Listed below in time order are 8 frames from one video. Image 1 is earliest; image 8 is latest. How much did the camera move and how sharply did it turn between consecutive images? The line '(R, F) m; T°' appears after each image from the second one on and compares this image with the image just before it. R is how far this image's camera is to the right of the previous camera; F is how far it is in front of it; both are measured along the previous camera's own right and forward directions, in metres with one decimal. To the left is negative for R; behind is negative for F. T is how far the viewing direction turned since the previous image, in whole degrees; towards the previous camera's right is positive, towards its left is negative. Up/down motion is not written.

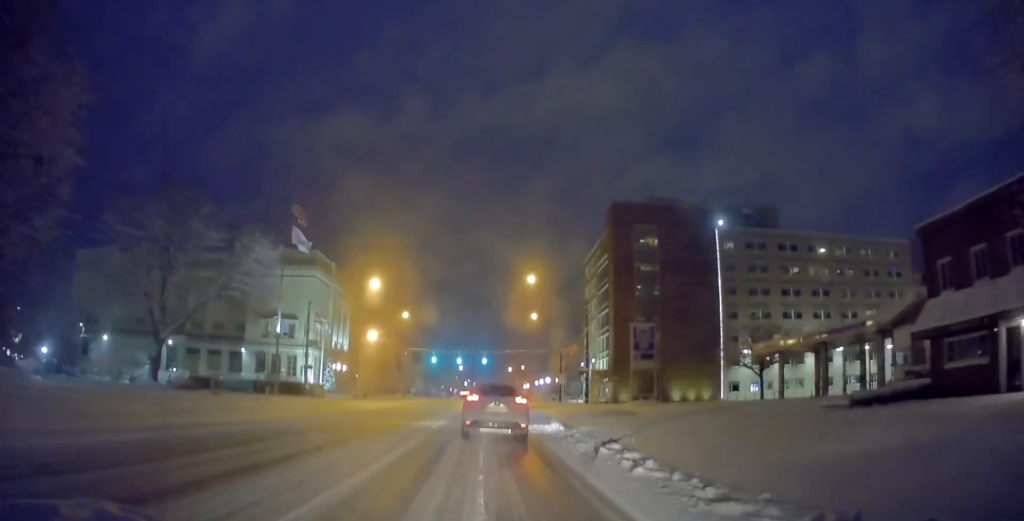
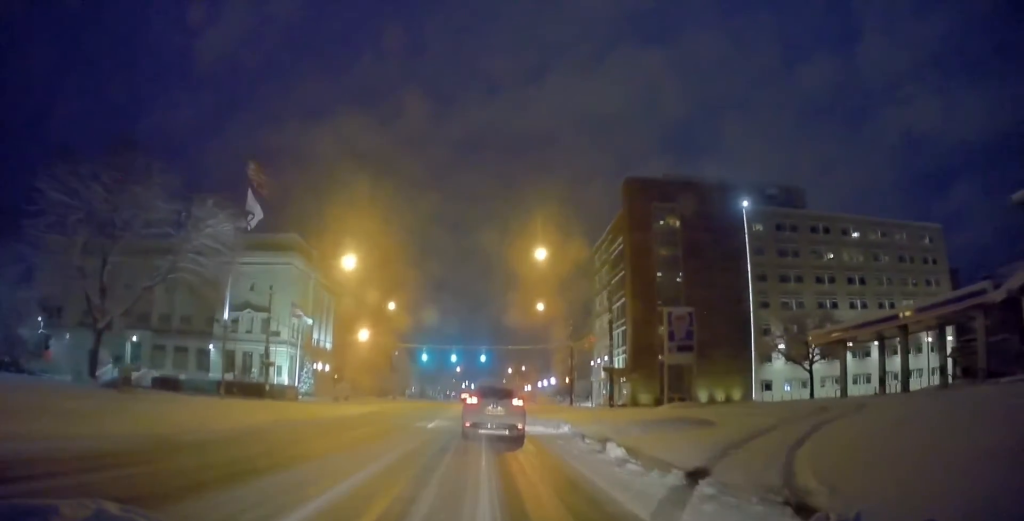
(-0.4, +11.1) m; -3°
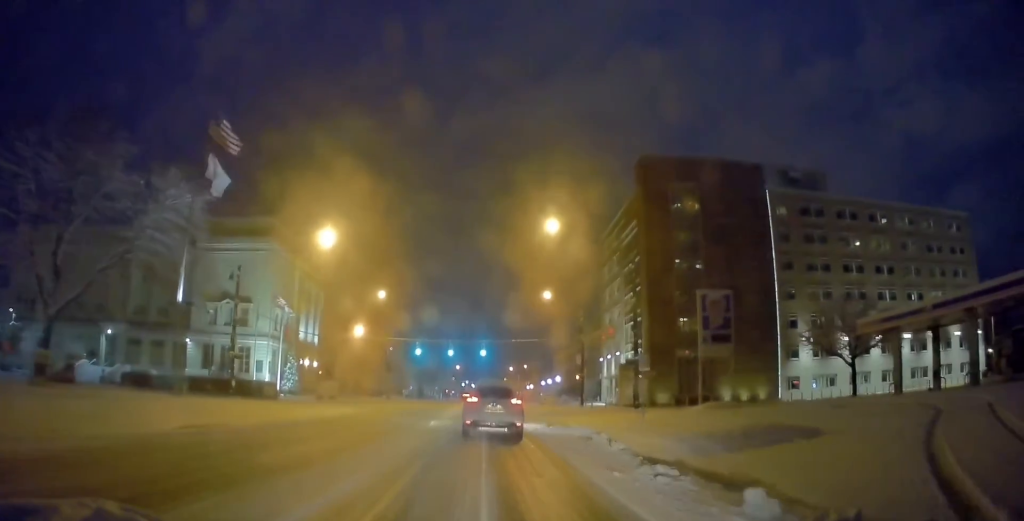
(+0.2, +6.6) m; 0°
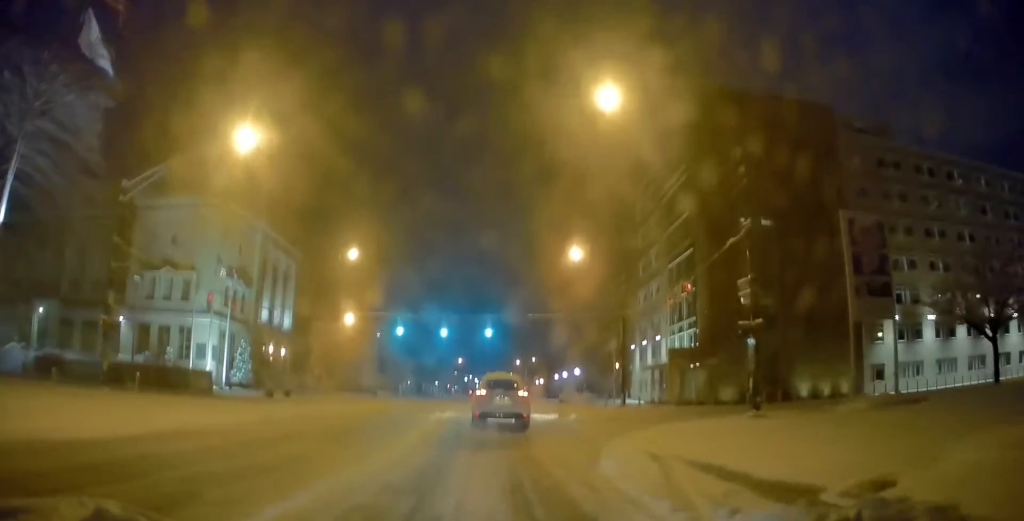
(0.0, +15.4) m; +3°
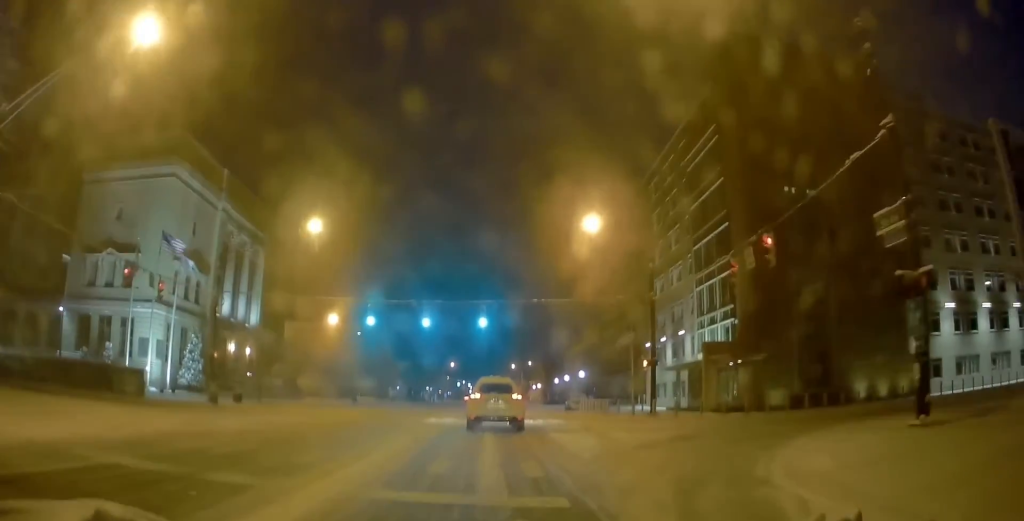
(+0.1, +9.3) m; 0°
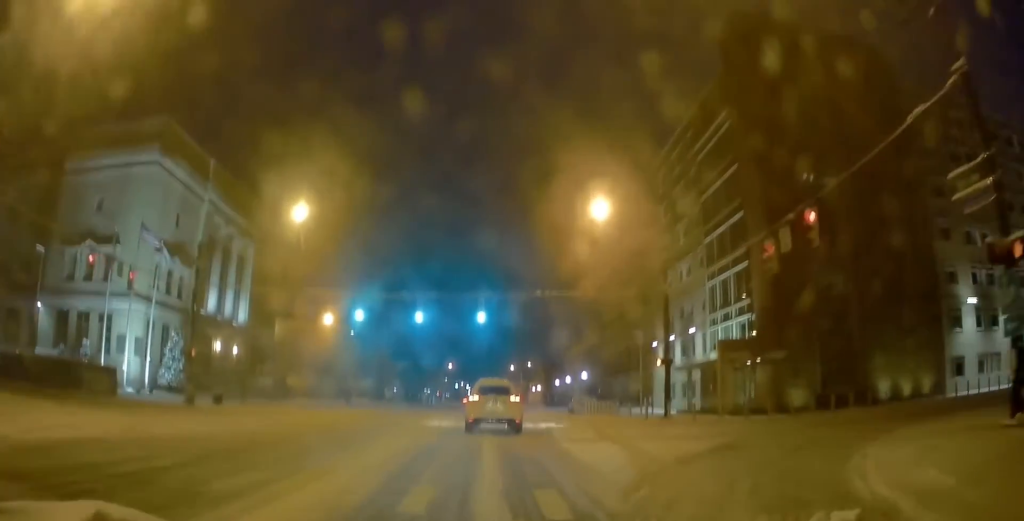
(-0.2, +3.2) m; 0°
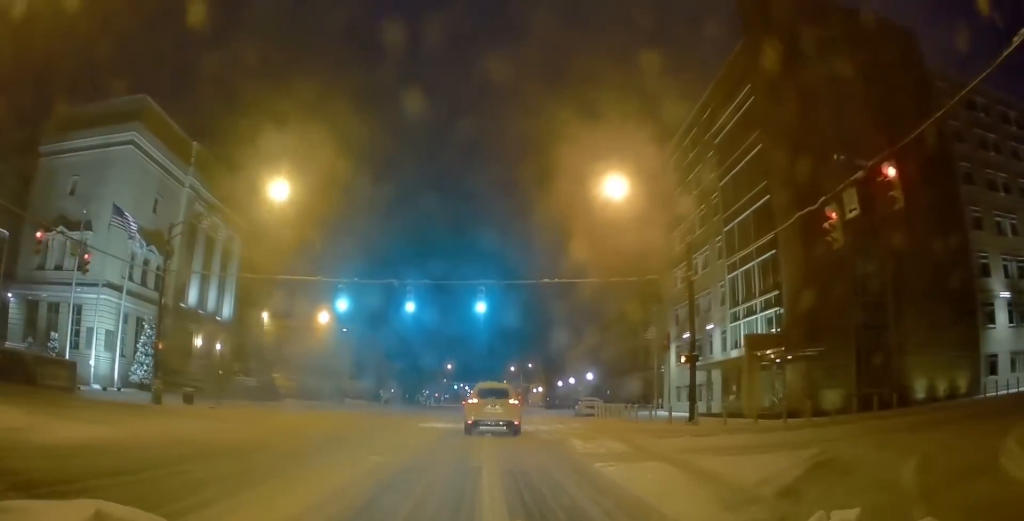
(+0.2, +4.2) m; 0°
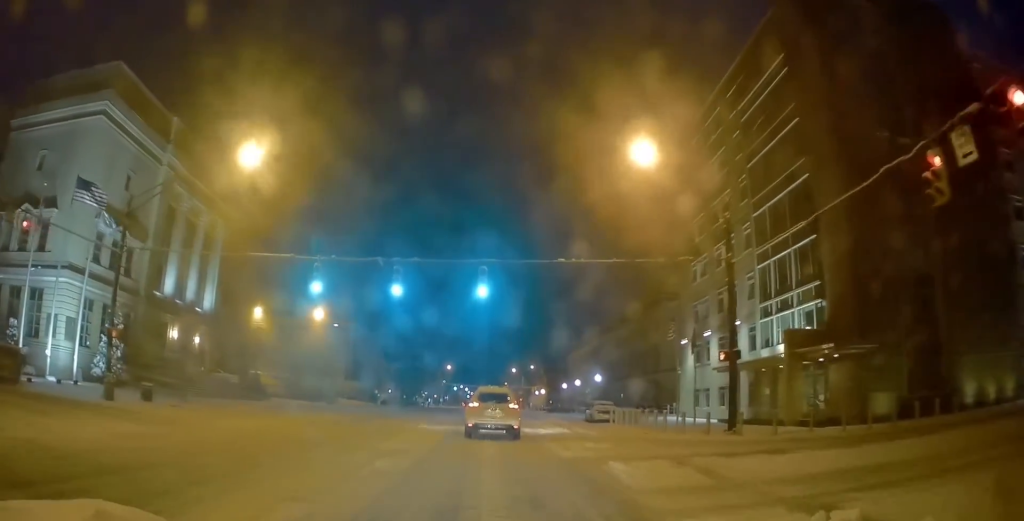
(+0.2, +4.9) m; 0°
